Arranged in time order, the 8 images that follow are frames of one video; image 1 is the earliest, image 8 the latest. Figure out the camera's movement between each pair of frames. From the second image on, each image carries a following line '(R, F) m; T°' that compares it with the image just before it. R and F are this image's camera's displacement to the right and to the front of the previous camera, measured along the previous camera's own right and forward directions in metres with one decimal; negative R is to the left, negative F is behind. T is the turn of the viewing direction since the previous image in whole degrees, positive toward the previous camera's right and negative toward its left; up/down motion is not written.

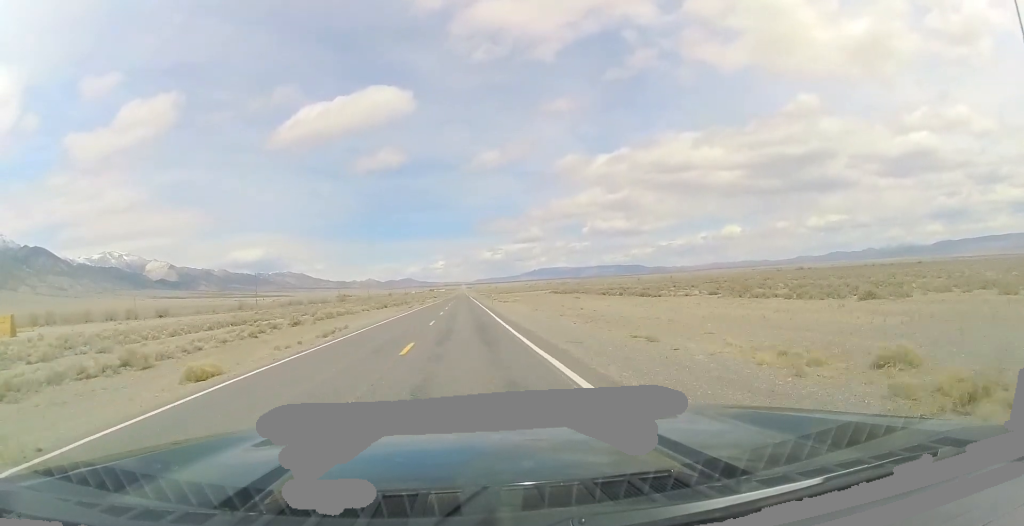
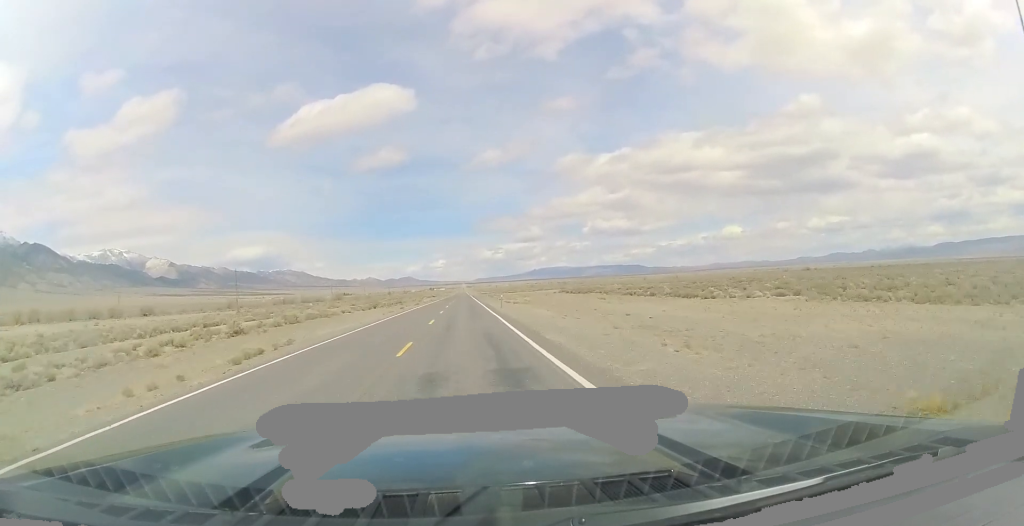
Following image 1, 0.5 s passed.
(-0.4, +14.5) m; -1°
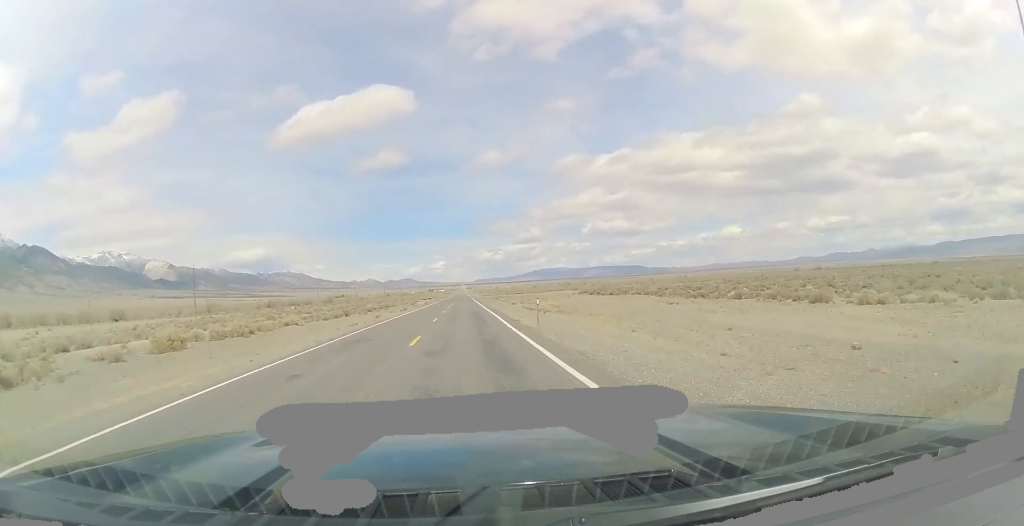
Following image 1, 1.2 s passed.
(+0.1, +23.9) m; 0°
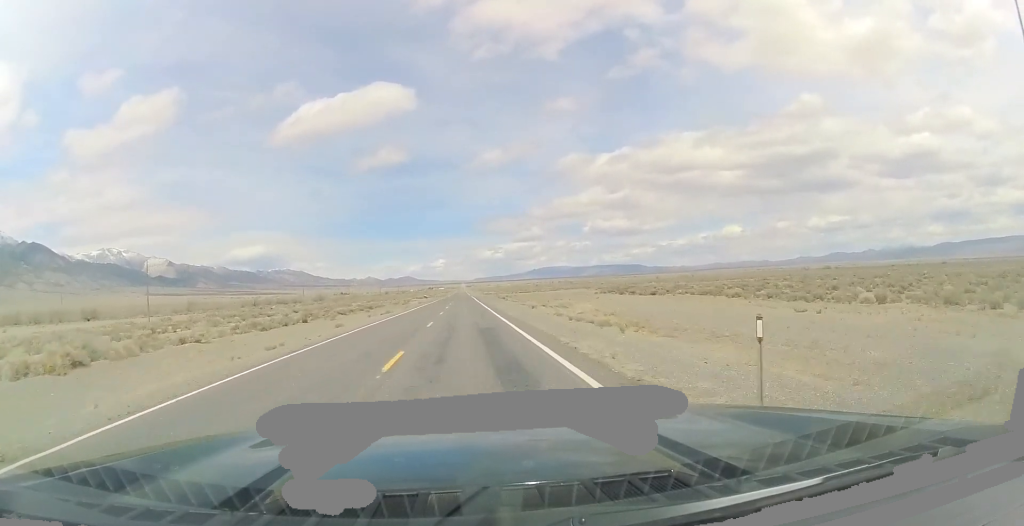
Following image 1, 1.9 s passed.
(+0.1, +19.8) m; 0°
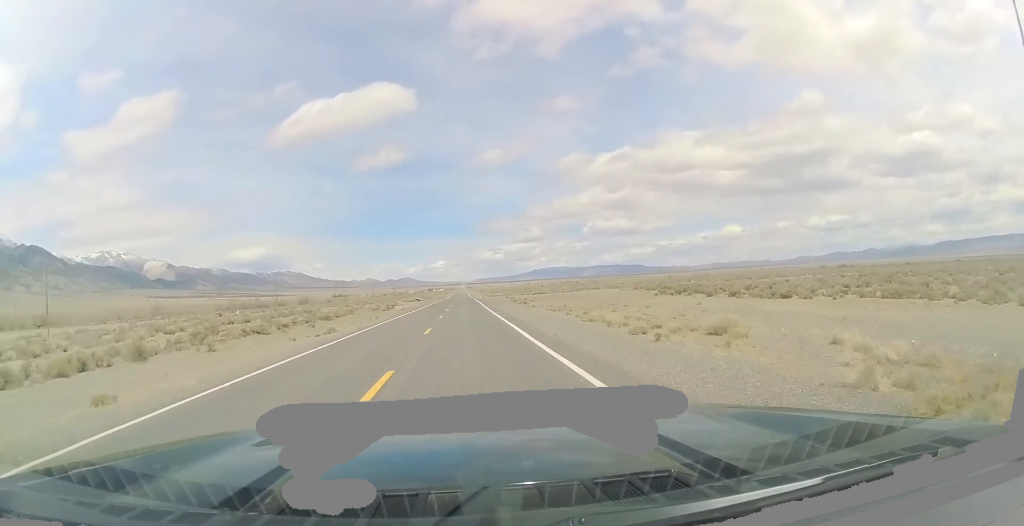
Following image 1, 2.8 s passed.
(-0.4, +30.3) m; 0°
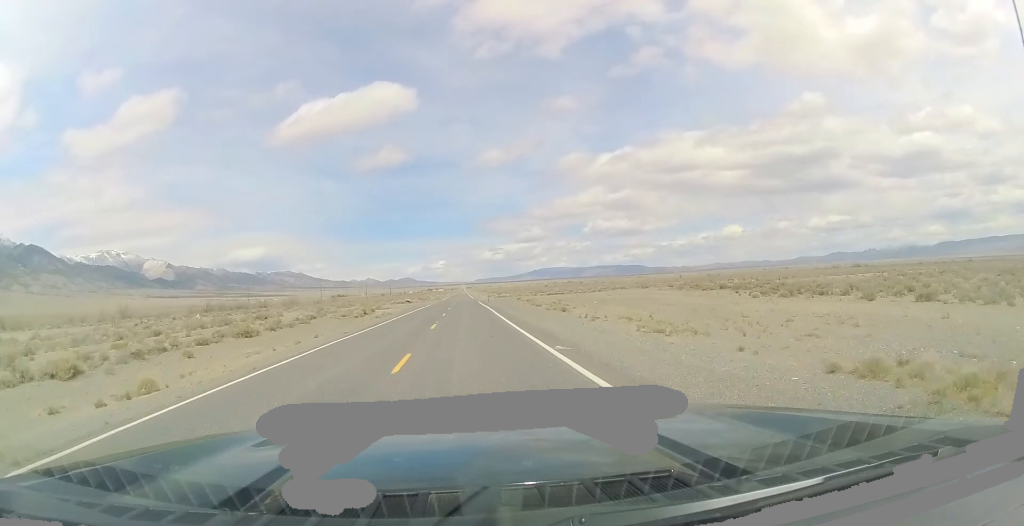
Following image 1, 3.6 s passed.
(+0.2, +24.0) m; +1°
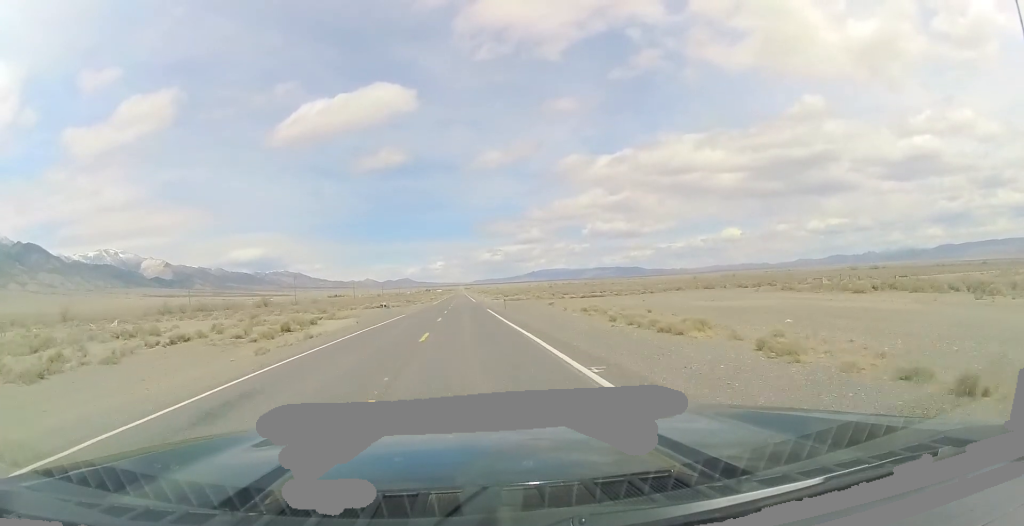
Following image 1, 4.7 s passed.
(+0.6, +33.7) m; 0°
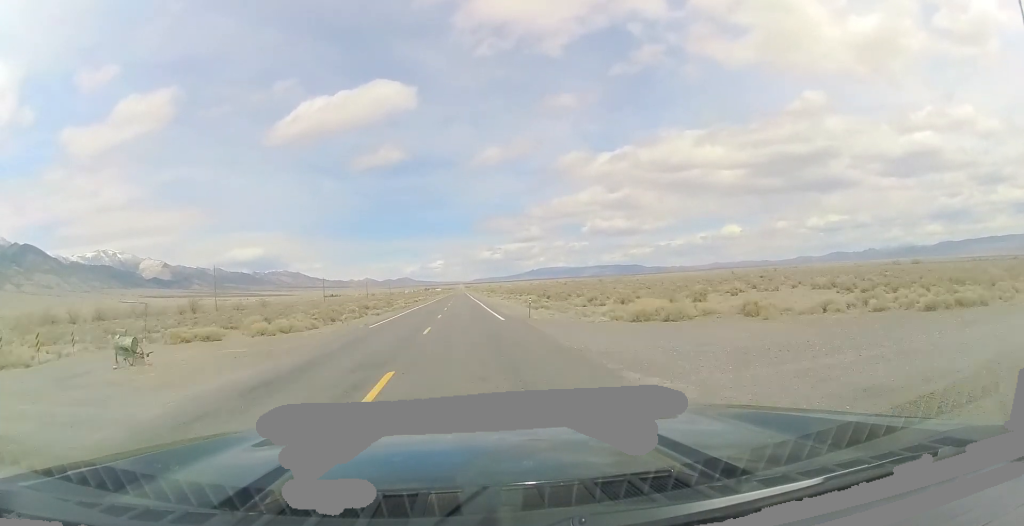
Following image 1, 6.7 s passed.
(-1.1, +64.8) m; 0°
